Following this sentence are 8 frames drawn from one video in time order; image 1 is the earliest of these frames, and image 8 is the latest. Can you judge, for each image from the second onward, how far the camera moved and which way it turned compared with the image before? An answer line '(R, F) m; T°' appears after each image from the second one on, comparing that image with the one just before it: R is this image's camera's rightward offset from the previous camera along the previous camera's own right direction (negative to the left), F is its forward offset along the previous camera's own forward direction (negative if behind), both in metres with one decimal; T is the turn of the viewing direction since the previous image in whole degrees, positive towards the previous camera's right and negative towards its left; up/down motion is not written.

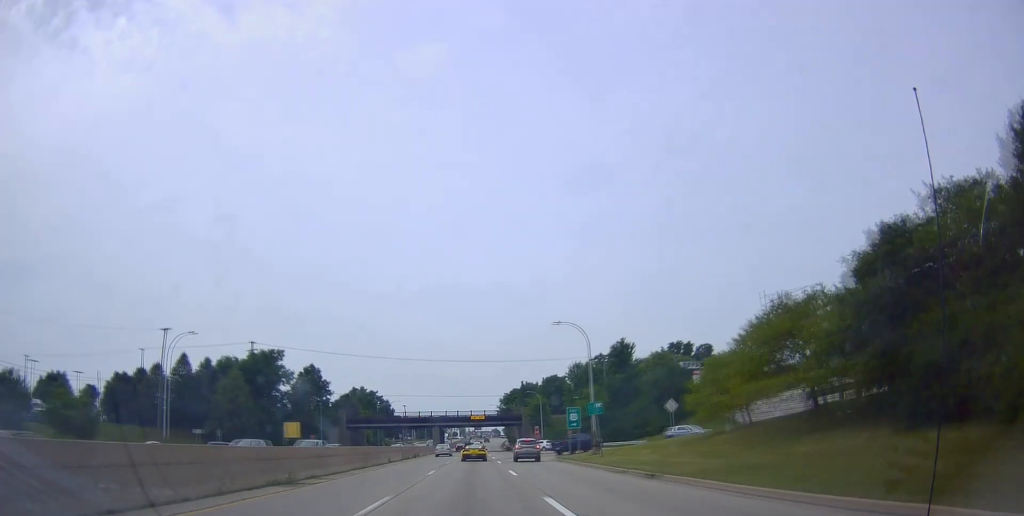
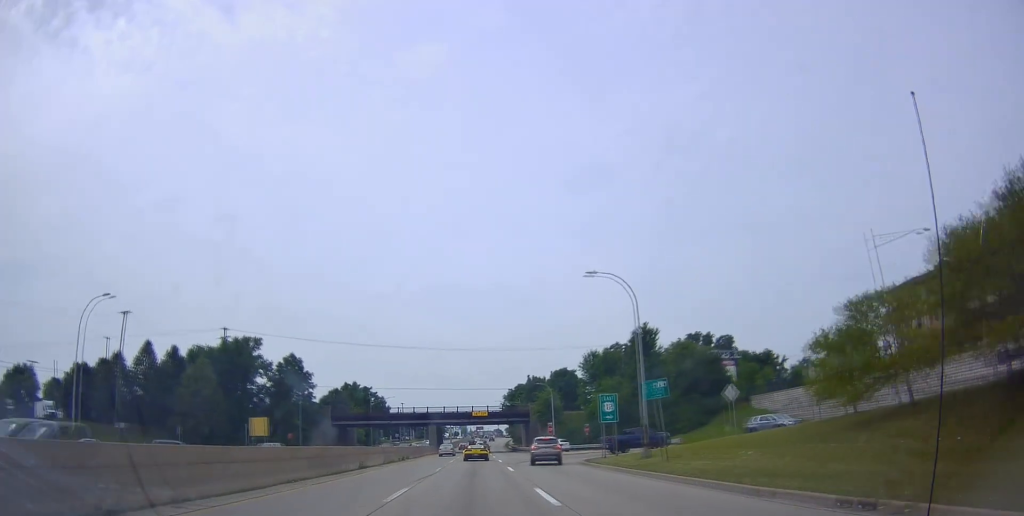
(+0.3, +11.3) m; +1°
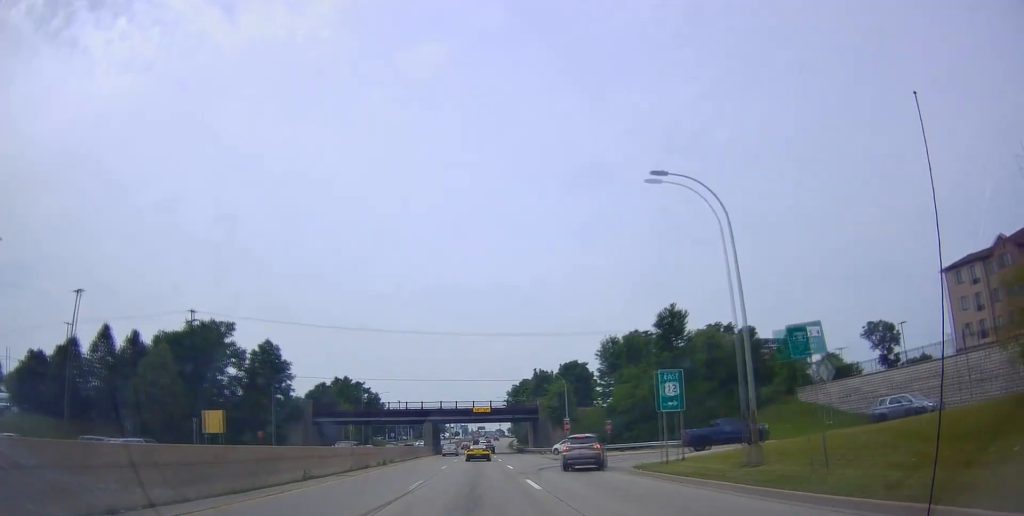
(-0.1, +10.8) m; -1°
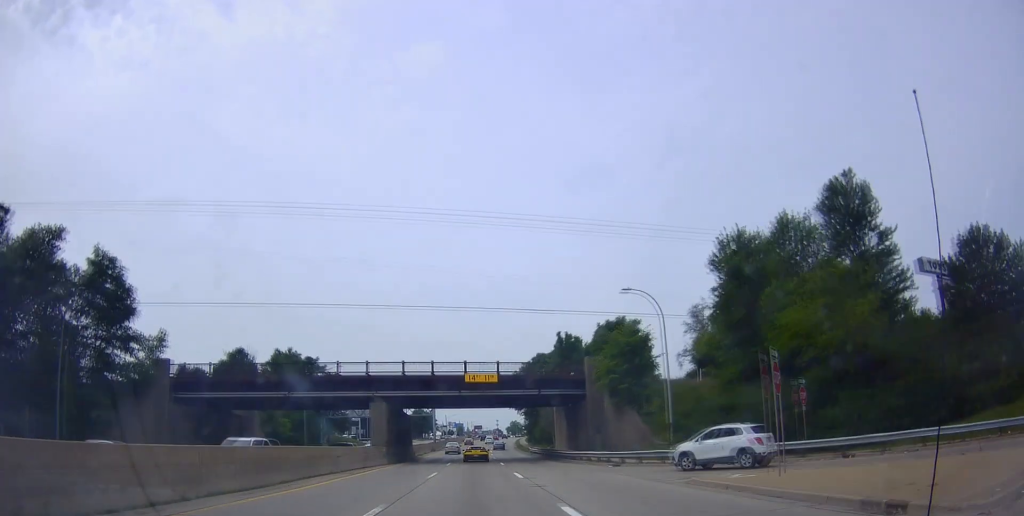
(-0.4, +36.2) m; +1°
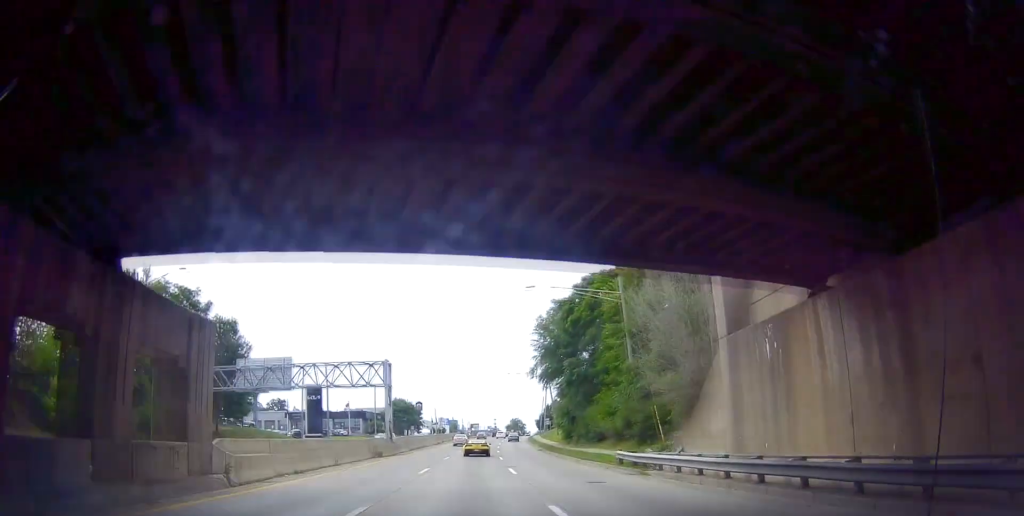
(+0.6, +41.2) m; 0°
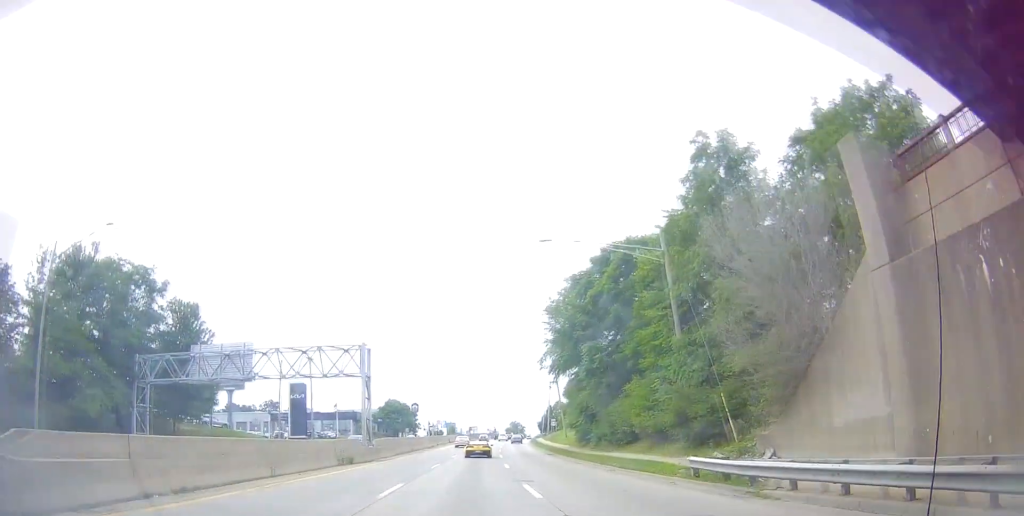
(0.0, +8.1) m; 0°
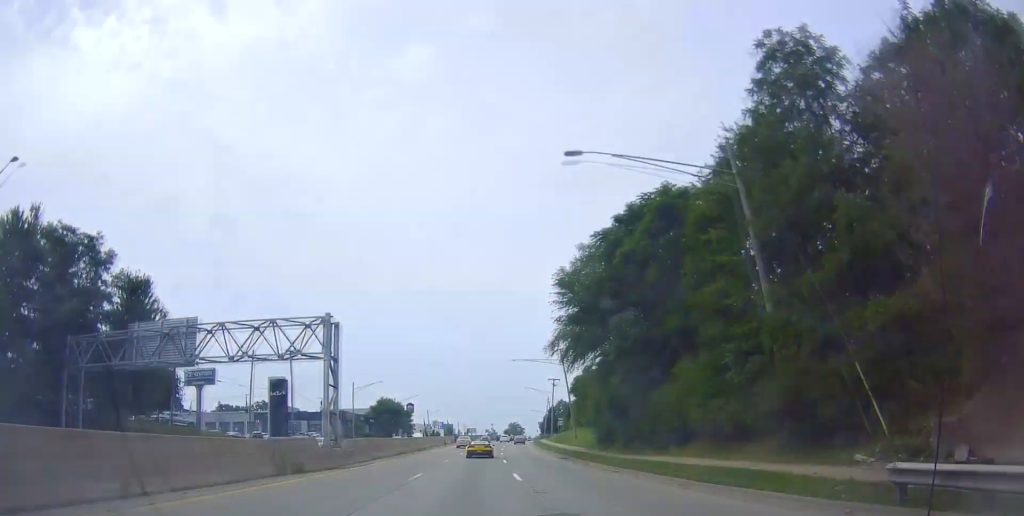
(-0.1, +8.1) m; 0°
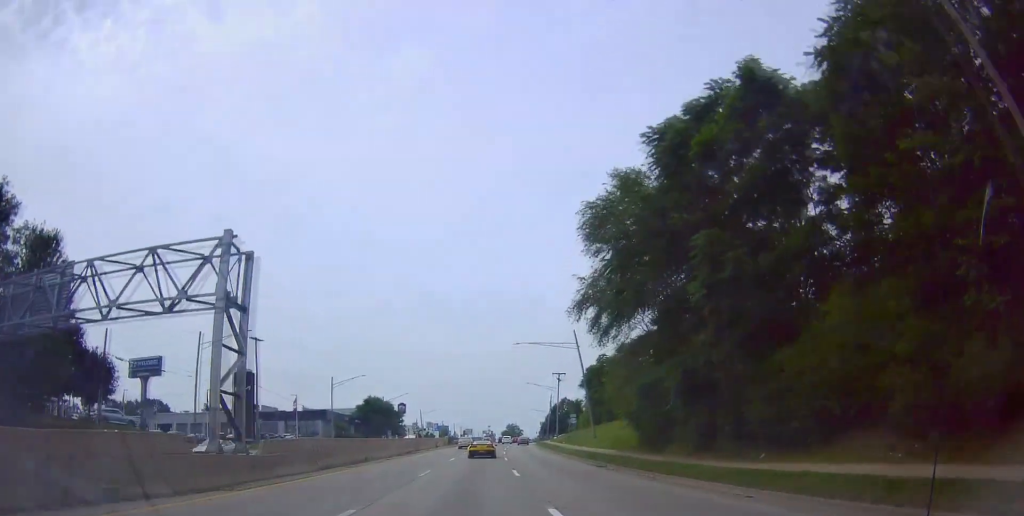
(+0.1, +11.2) m; 0°
